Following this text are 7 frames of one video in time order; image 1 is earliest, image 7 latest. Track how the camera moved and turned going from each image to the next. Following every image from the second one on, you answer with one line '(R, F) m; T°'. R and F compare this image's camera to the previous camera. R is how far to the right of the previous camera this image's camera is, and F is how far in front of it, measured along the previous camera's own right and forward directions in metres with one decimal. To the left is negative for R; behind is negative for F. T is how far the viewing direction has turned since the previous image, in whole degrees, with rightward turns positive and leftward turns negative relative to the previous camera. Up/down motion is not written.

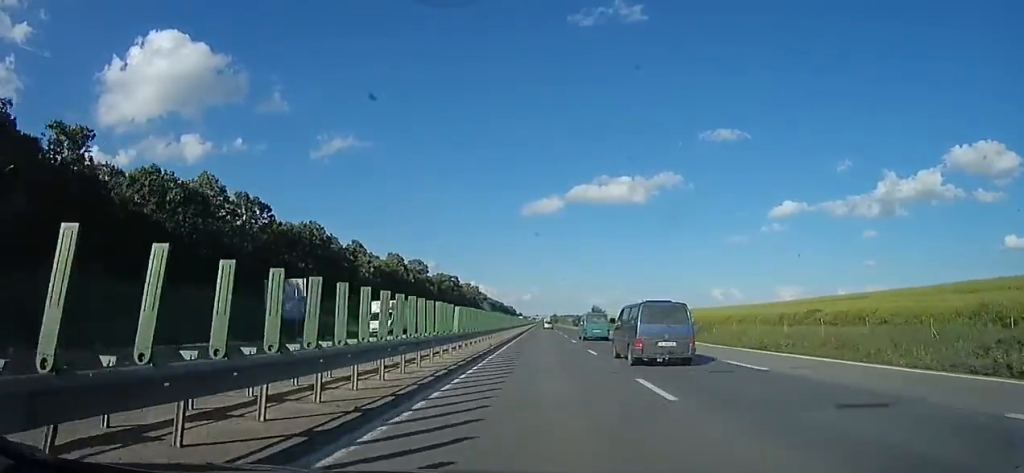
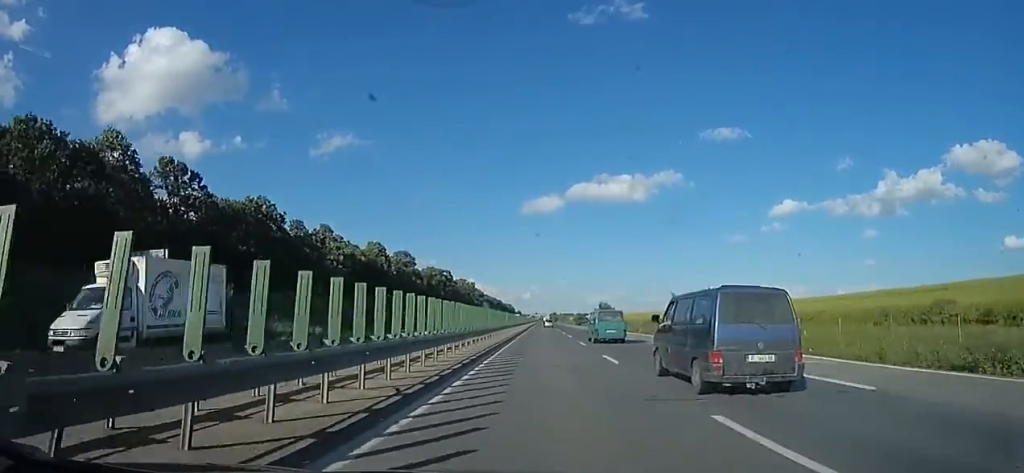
(-0.3, +14.9) m; -1°
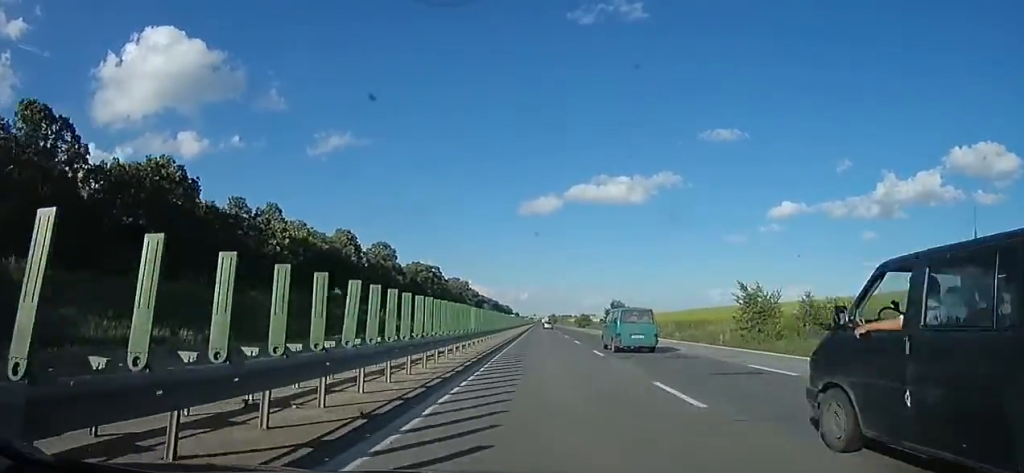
(-0.1, +19.7) m; 0°
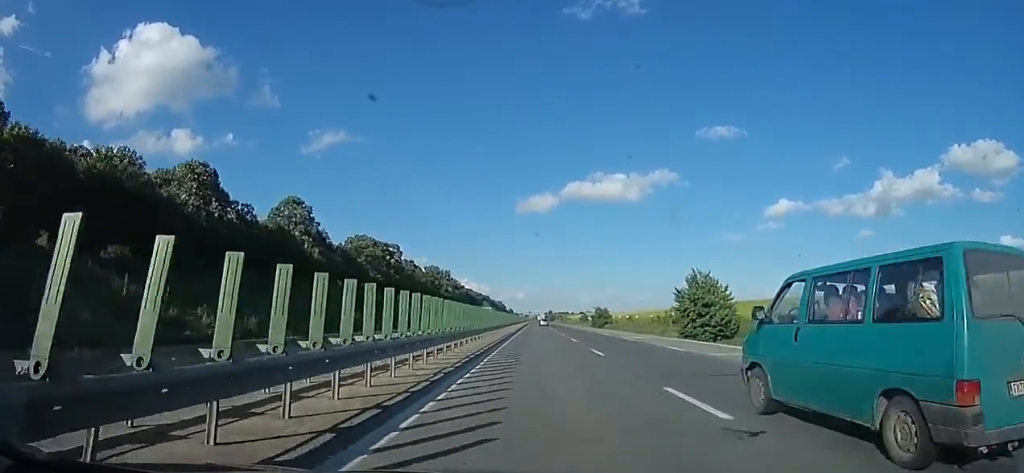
(+0.7, +48.5) m; +1°
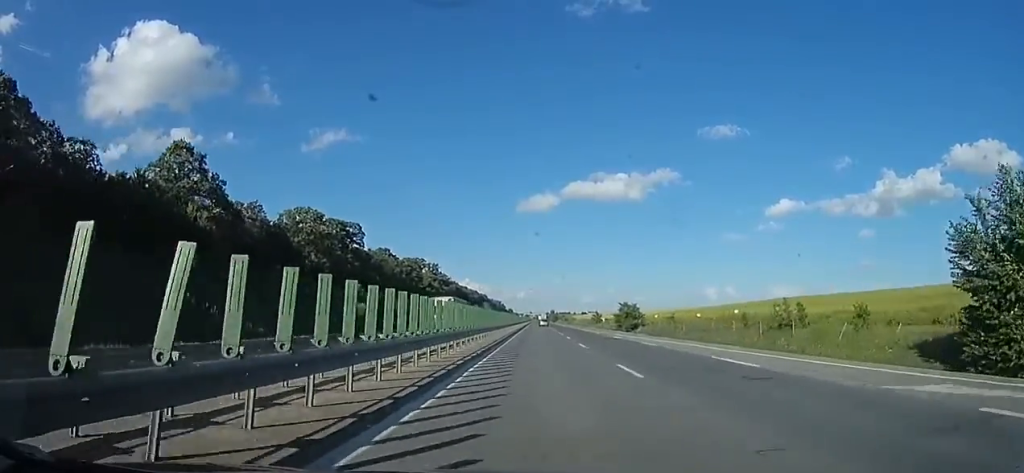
(+0.1, +30.5) m; +1°
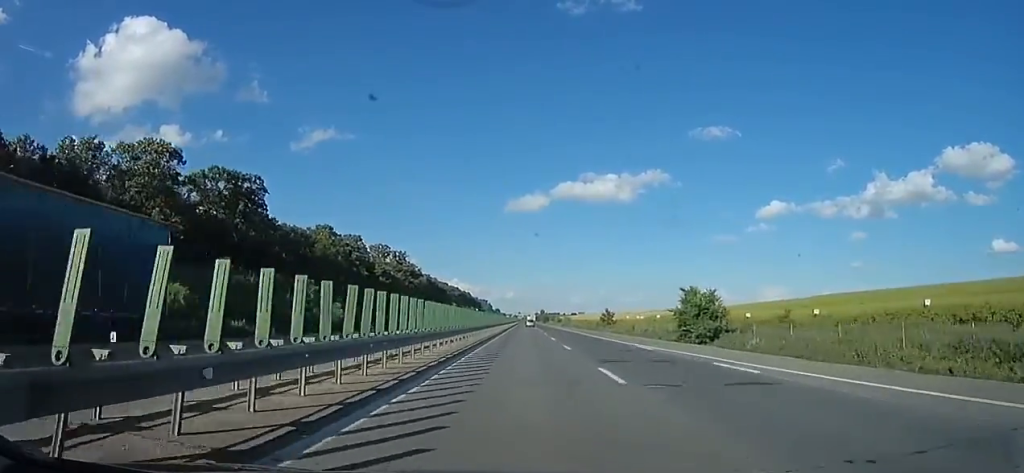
(+0.1, +36.5) m; 0°
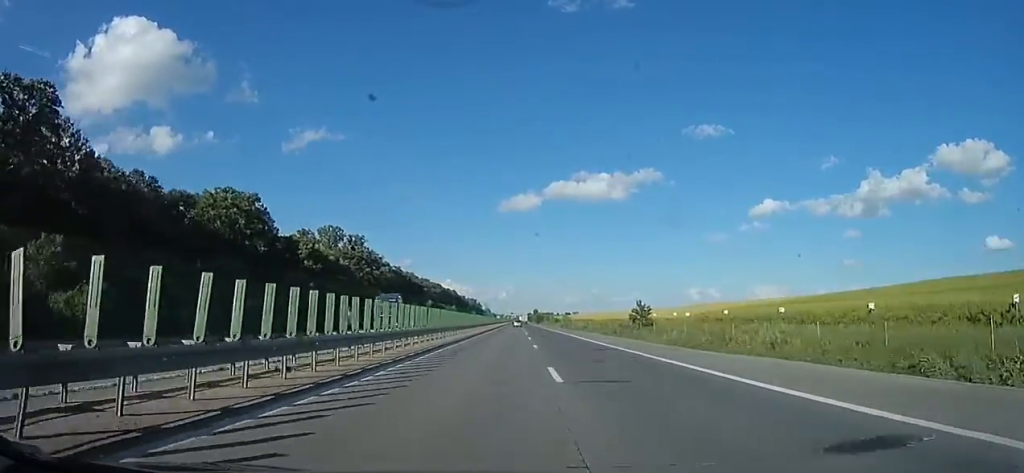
(-0.1, +35.5) m; +2°
